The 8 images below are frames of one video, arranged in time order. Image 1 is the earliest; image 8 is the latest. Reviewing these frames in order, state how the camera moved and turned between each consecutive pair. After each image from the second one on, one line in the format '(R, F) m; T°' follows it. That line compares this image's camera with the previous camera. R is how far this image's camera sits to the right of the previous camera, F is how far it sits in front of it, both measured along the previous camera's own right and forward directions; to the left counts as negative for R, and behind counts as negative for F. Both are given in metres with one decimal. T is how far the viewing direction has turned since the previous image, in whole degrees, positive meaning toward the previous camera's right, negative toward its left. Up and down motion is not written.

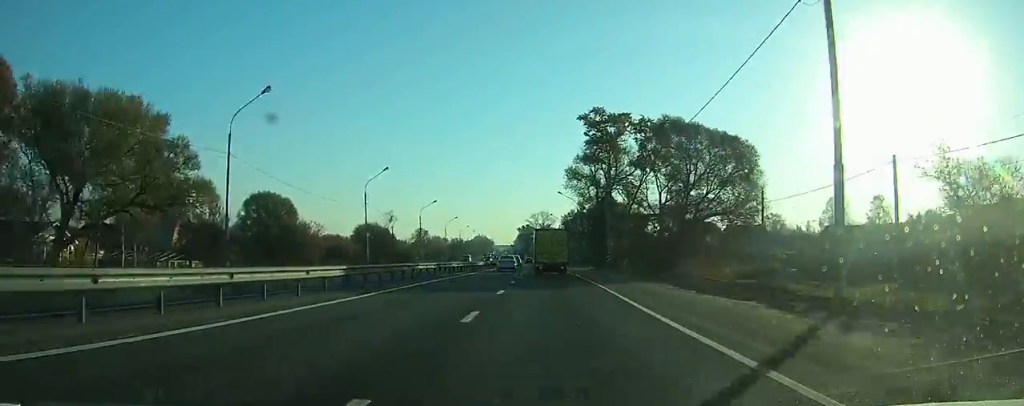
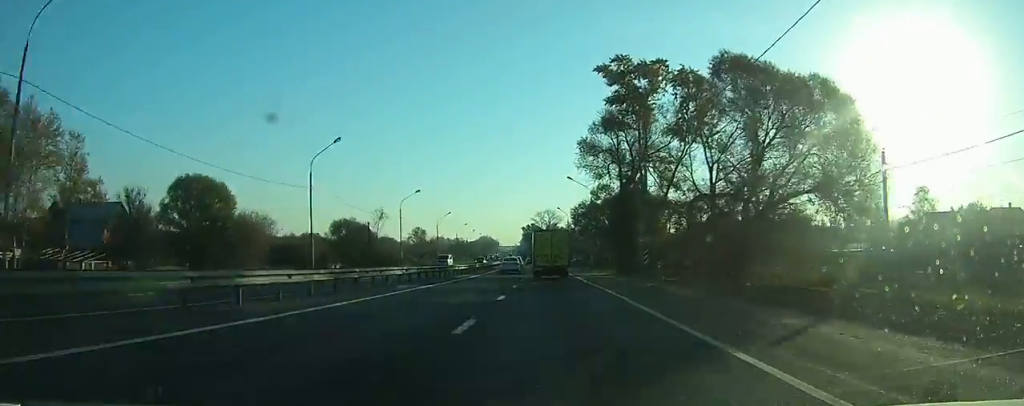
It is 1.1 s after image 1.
(-0.1, +18.4) m; -1°
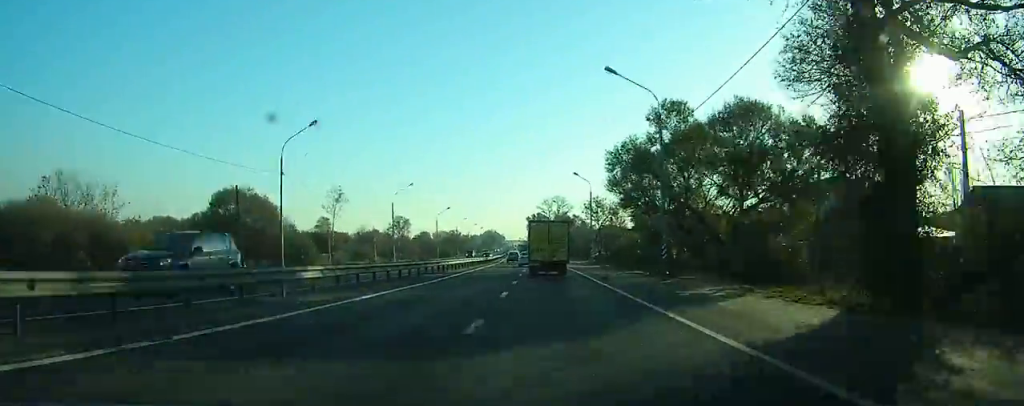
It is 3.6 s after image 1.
(-0.3, +41.7) m; -1°
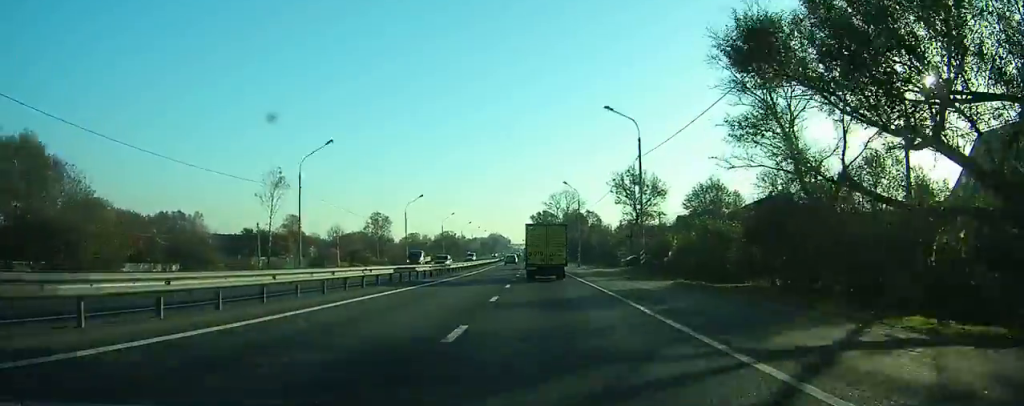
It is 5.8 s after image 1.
(-0.1, +31.2) m; -1°
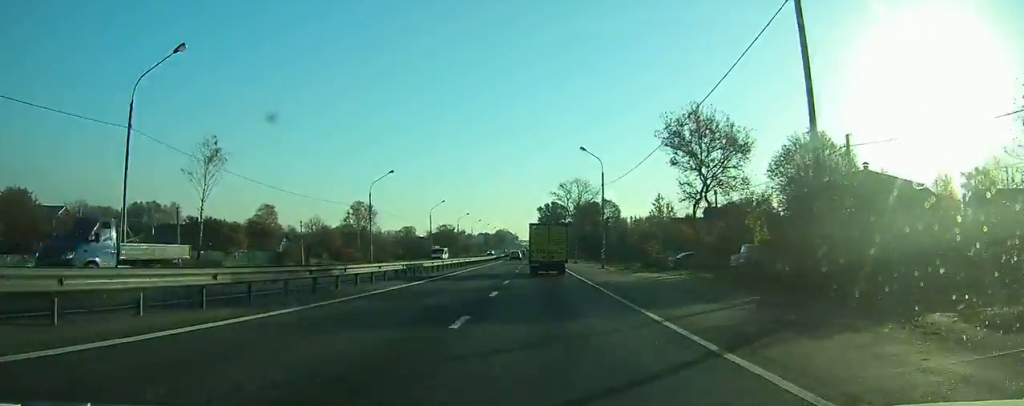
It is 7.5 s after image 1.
(-0.1, +21.4) m; -1°
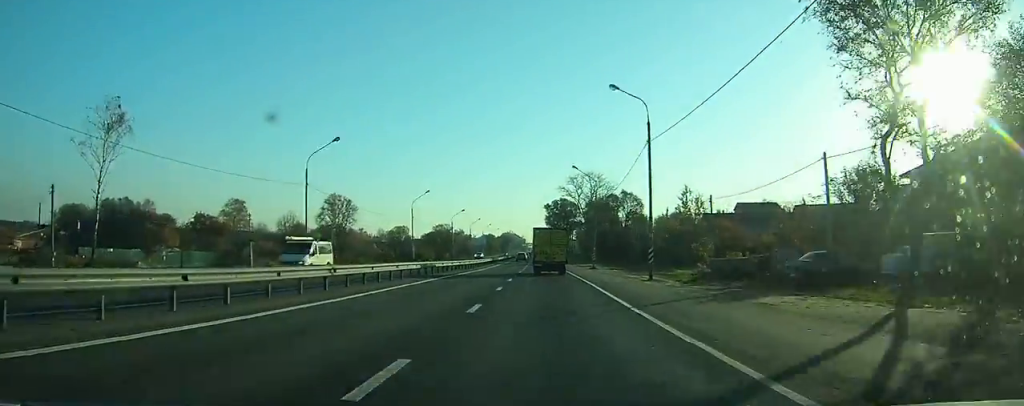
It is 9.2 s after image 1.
(0.0, +19.6) m; -1°
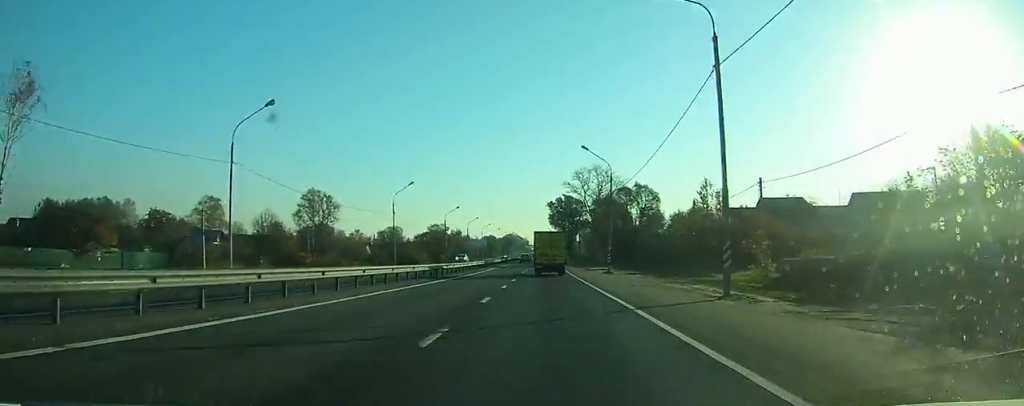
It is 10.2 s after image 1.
(0.0, +12.0) m; 0°
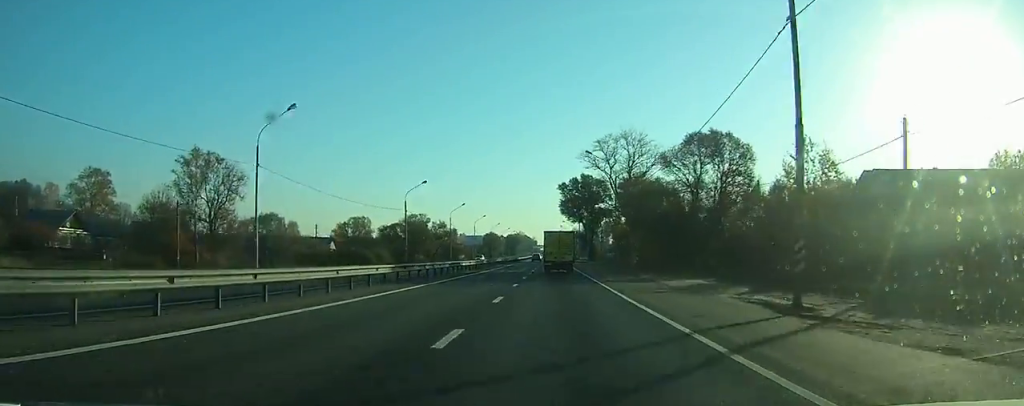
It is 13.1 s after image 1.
(-0.4, +37.5) m; -1°
